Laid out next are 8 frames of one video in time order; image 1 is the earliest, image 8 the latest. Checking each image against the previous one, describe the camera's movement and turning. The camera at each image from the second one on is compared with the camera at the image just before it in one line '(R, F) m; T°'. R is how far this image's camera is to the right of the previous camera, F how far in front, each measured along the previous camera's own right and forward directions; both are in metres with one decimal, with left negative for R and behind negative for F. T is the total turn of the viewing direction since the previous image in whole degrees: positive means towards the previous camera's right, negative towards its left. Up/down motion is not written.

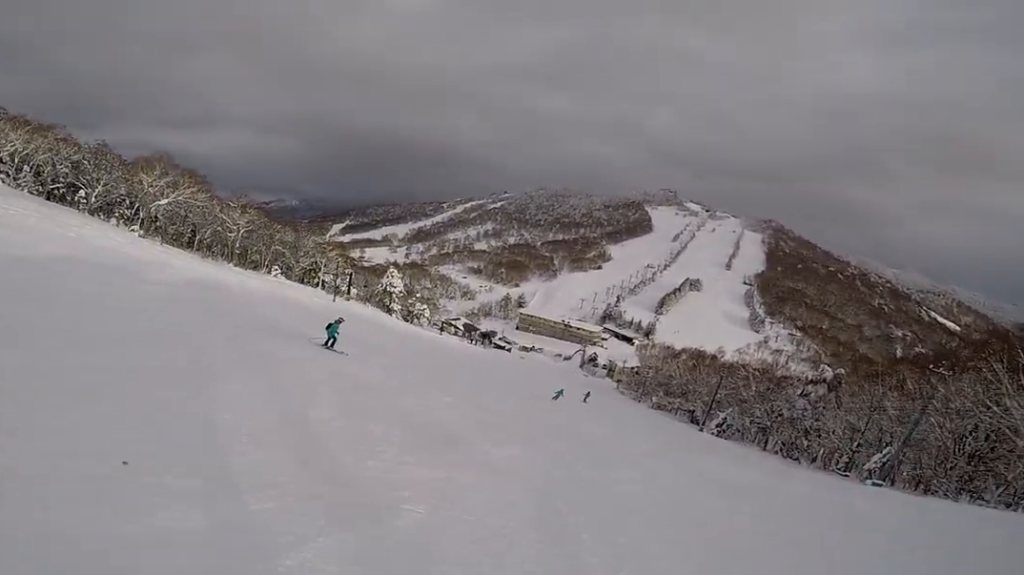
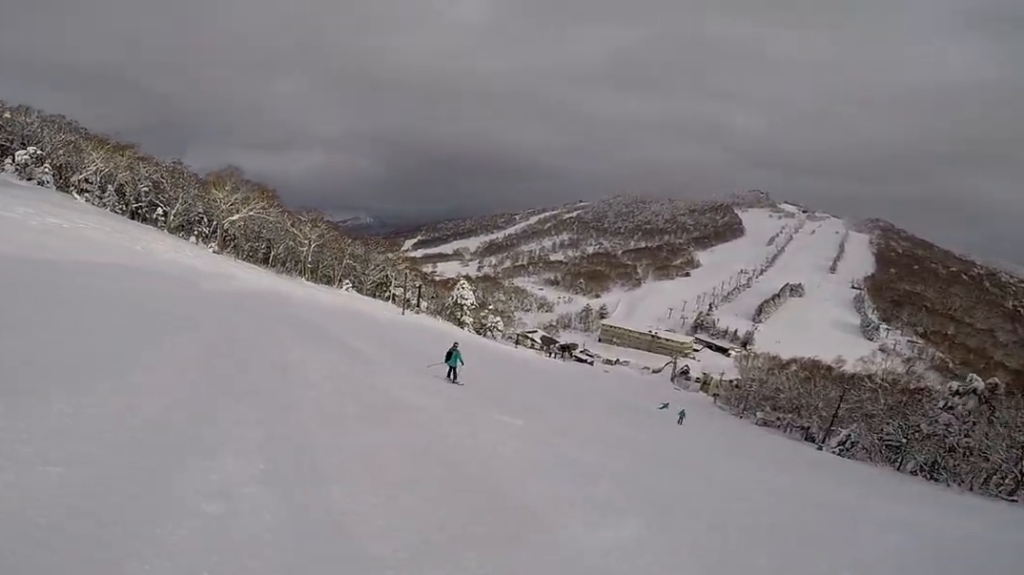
(-0.9, +3.3) m; -22°
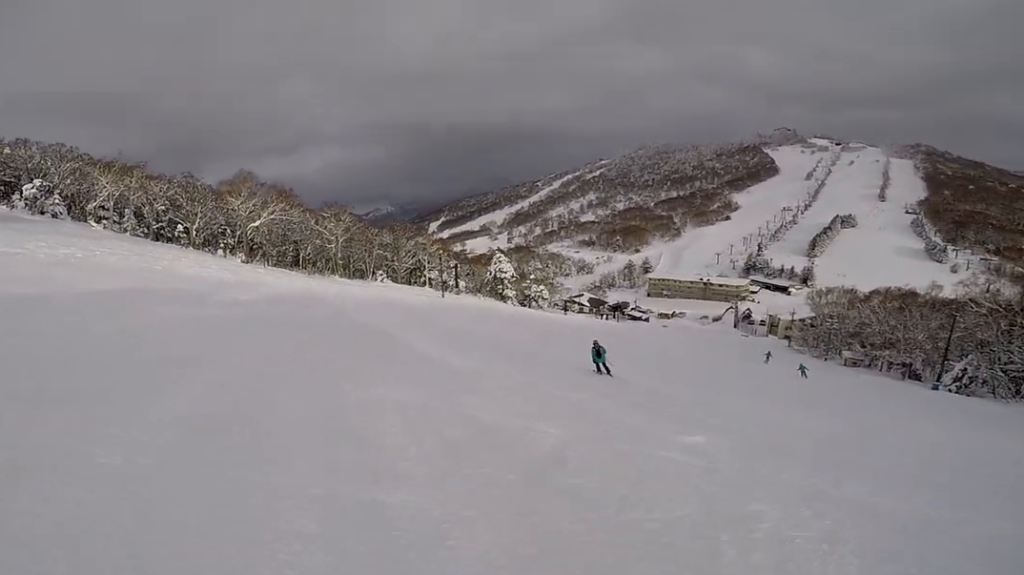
(-0.4, +4.1) m; -14°
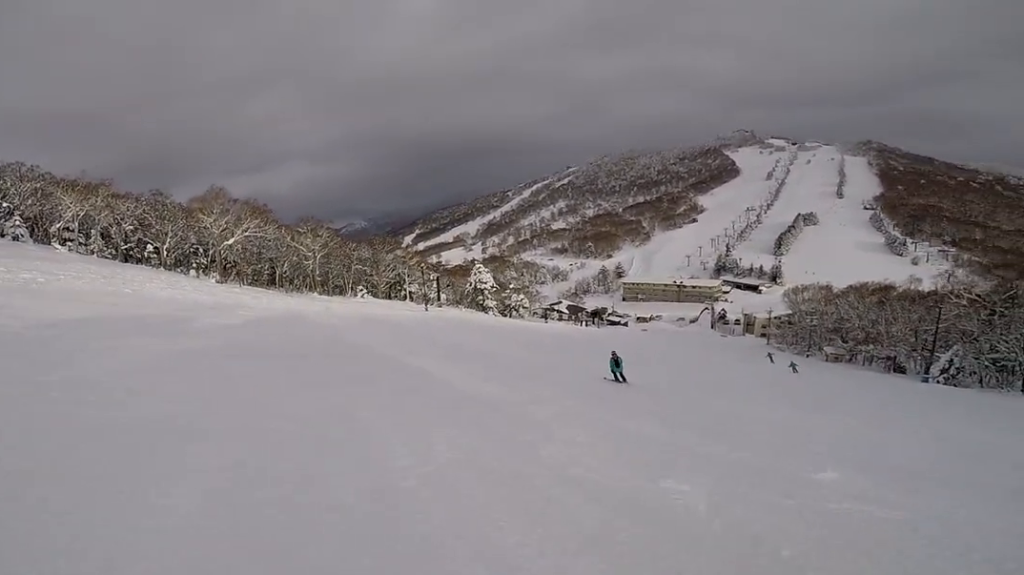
(-0.4, +2.5) m; +10°
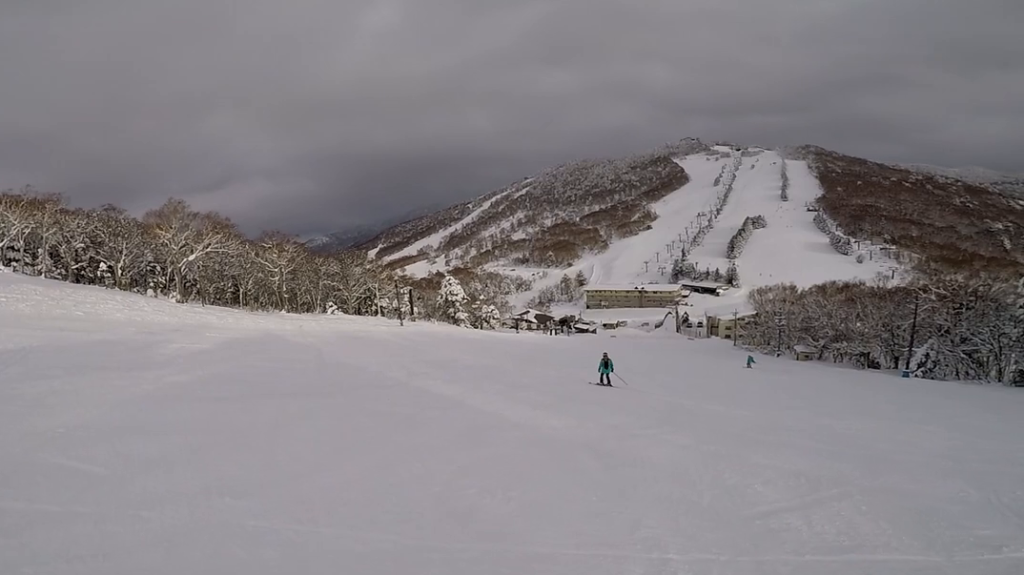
(-0.1, +3.5) m; +15°
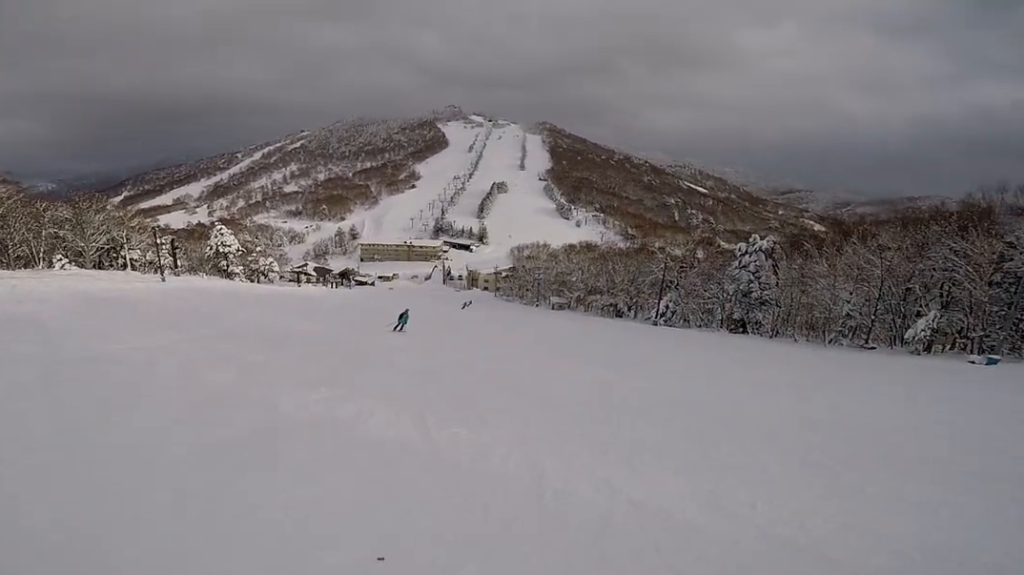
(+2.2, +9.0) m; +34°
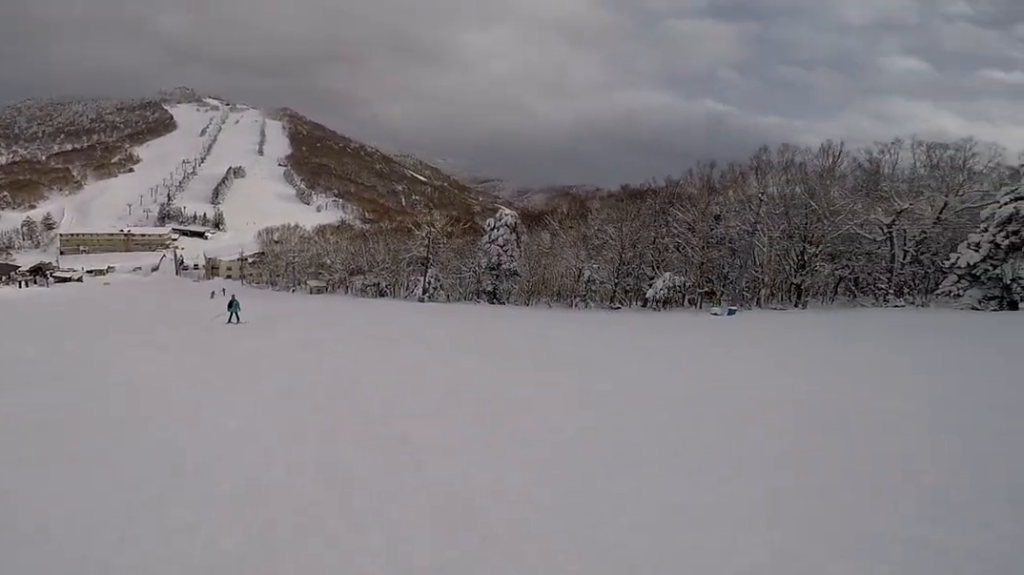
(+3.9, +6.9) m; +36°
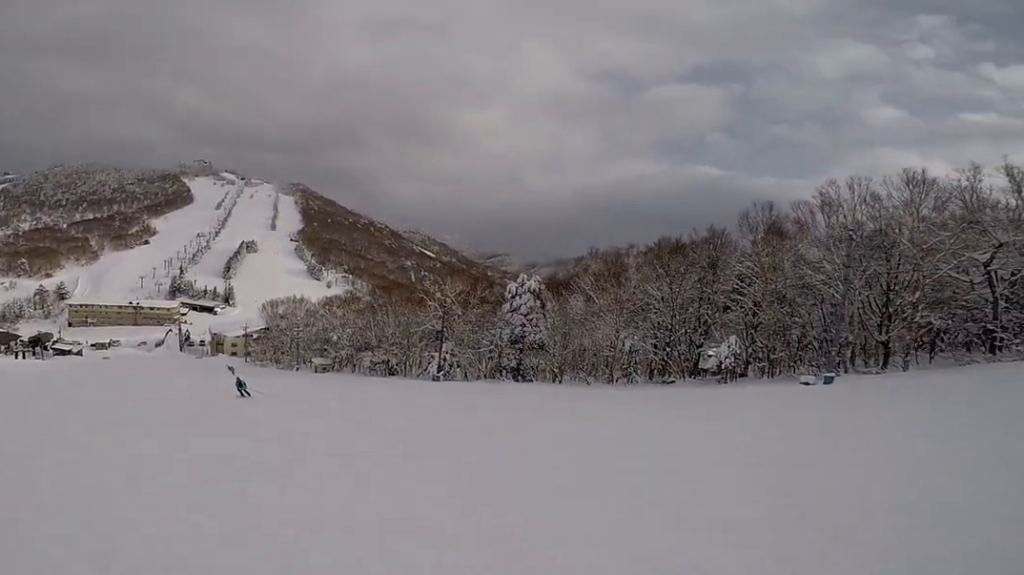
(+0.4, +6.7) m; +6°
